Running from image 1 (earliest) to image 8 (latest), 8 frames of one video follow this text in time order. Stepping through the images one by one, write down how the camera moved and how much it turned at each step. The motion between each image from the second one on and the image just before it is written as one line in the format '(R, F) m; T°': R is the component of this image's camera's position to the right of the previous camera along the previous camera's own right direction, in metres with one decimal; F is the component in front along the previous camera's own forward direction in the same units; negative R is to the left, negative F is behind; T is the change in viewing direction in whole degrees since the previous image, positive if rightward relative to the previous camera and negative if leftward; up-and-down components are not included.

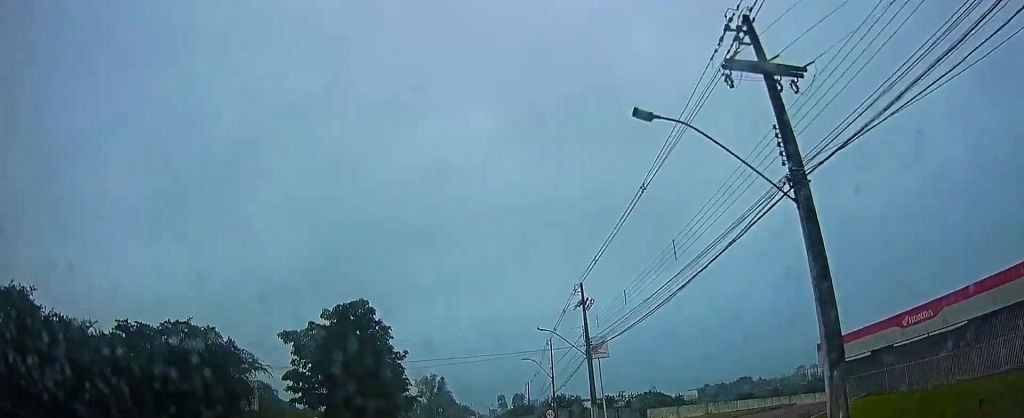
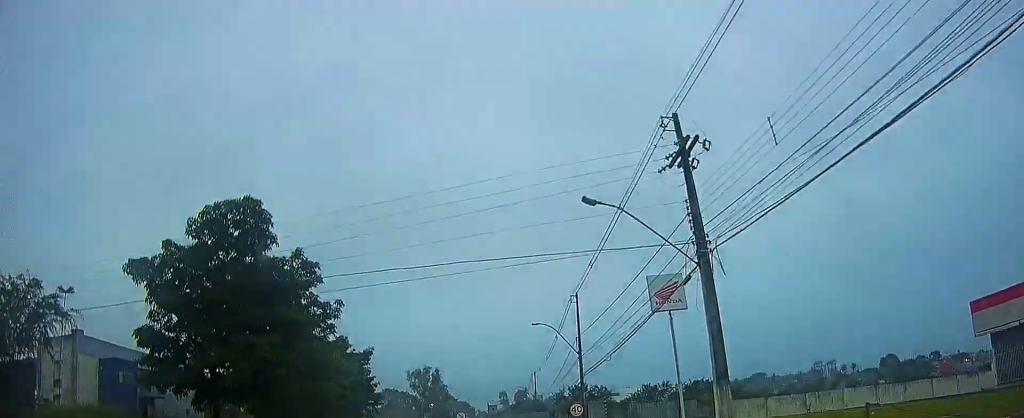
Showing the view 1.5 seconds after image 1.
(+0.3, +24.9) m; -1°
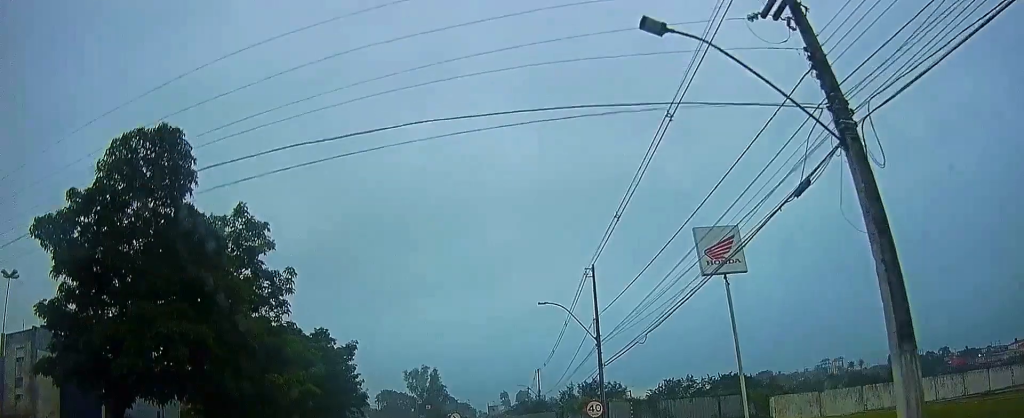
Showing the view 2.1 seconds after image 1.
(-0.3, +8.4) m; -1°
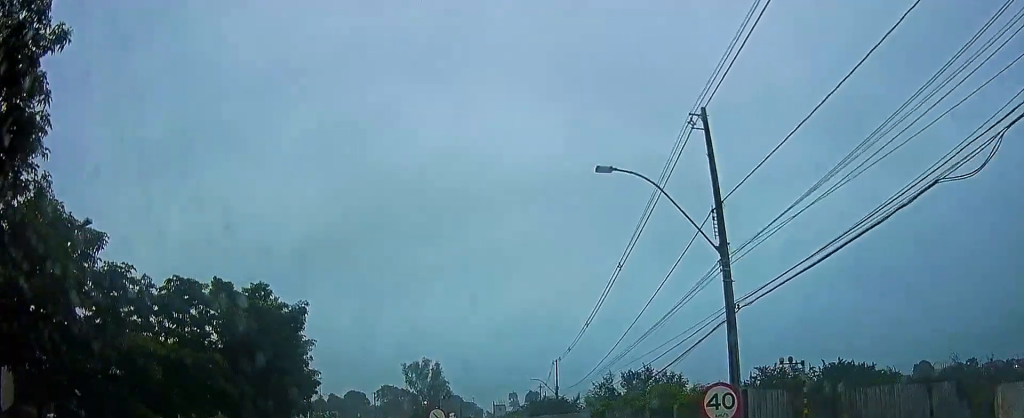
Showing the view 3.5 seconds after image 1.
(+0.2, +19.0) m; 0°
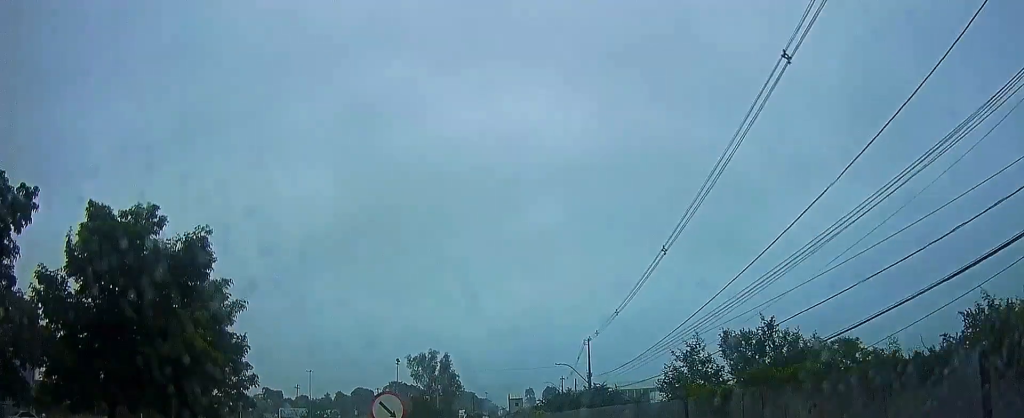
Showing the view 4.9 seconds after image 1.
(0.0, +17.7) m; -1°
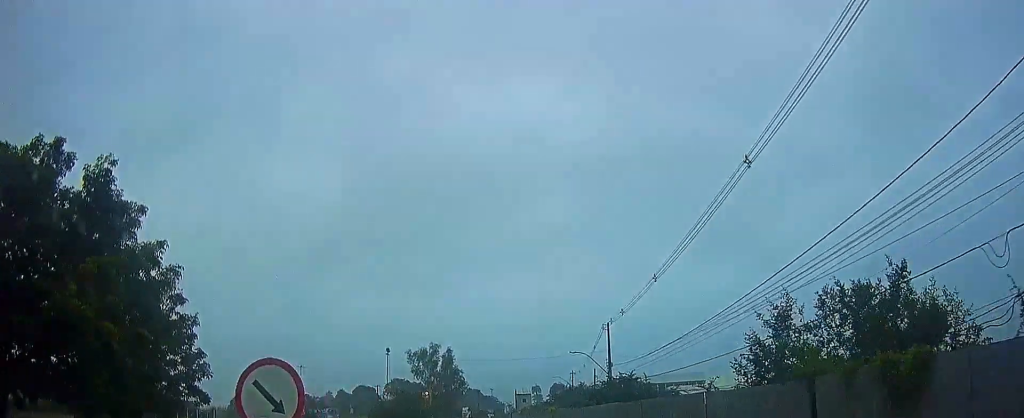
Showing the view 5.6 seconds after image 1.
(-0.1, +8.8) m; -1°
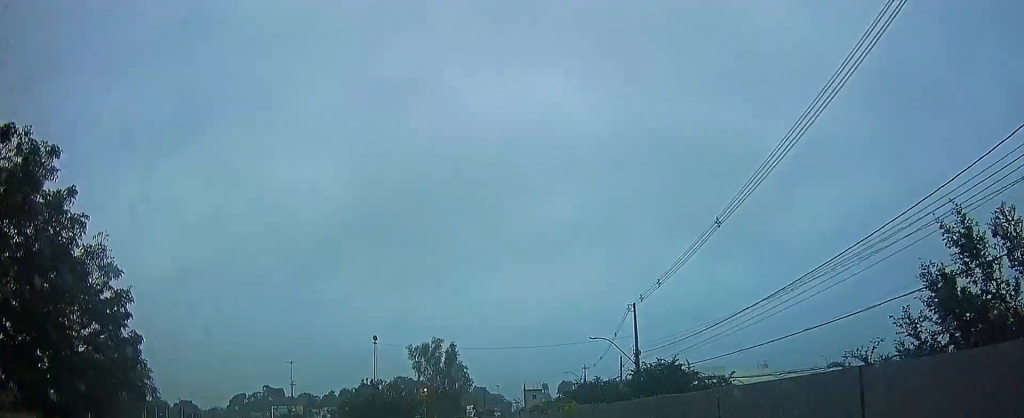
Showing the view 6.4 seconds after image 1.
(-0.3, +8.5) m; -1°
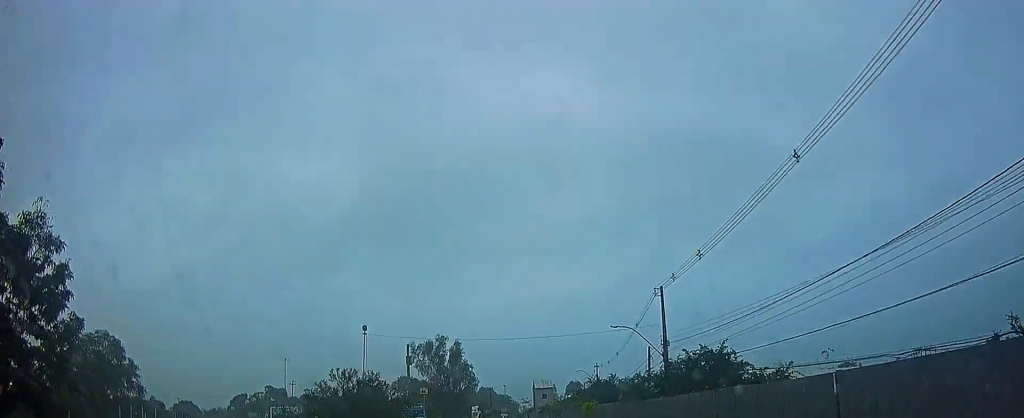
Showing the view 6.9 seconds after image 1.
(+0.2, +6.1) m; +1°
